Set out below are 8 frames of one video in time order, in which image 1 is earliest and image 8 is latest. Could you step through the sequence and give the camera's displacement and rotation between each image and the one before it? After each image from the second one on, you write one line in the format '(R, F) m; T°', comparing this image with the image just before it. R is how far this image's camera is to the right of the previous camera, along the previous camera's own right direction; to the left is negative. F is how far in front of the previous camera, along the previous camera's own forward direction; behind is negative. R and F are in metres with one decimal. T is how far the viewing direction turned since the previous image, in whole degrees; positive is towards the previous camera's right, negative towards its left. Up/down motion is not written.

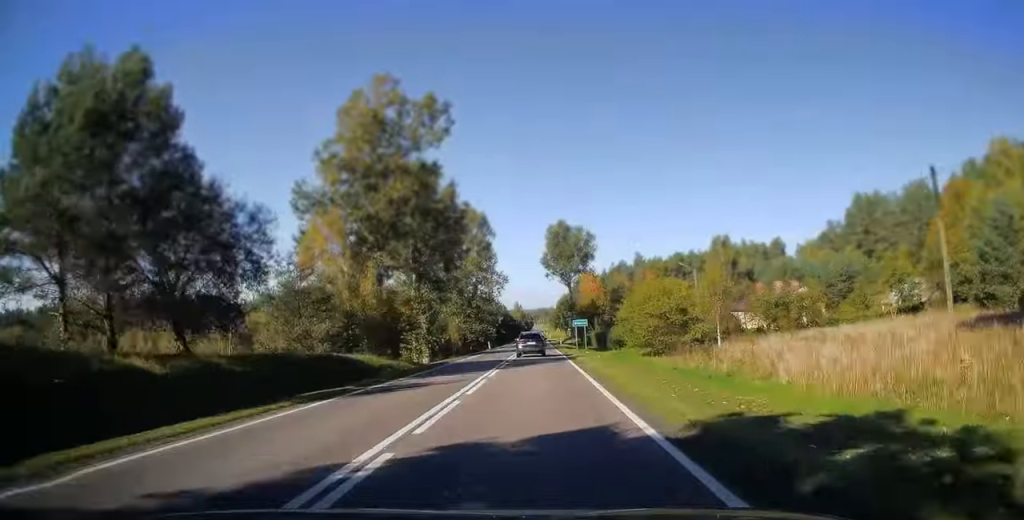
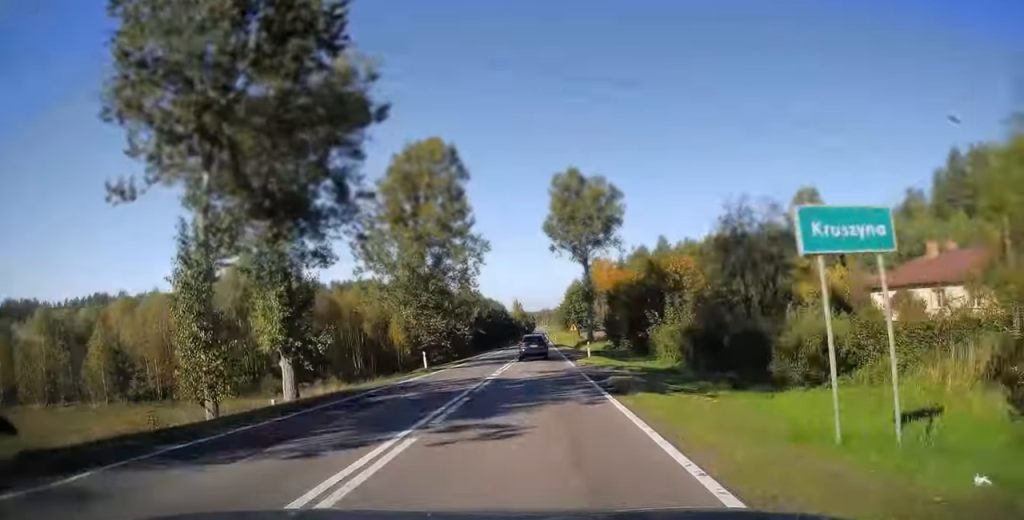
(-0.2, +45.6) m; 0°
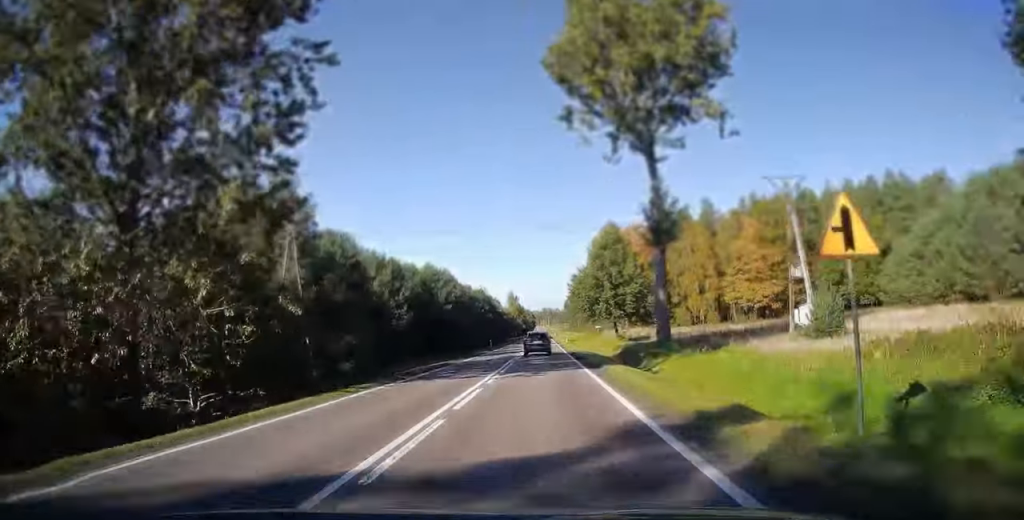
(0.0, +56.7) m; 0°
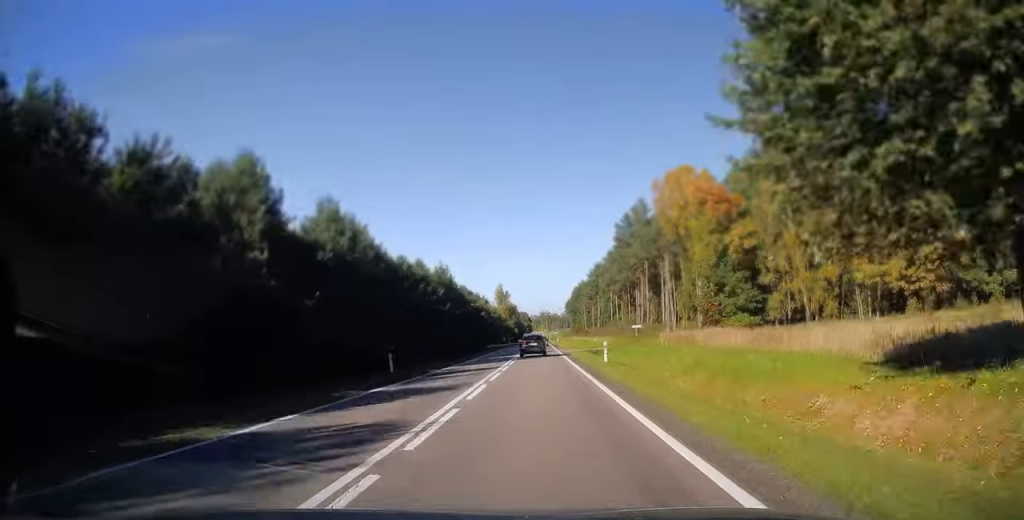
(-0.1, +50.4) m; 0°
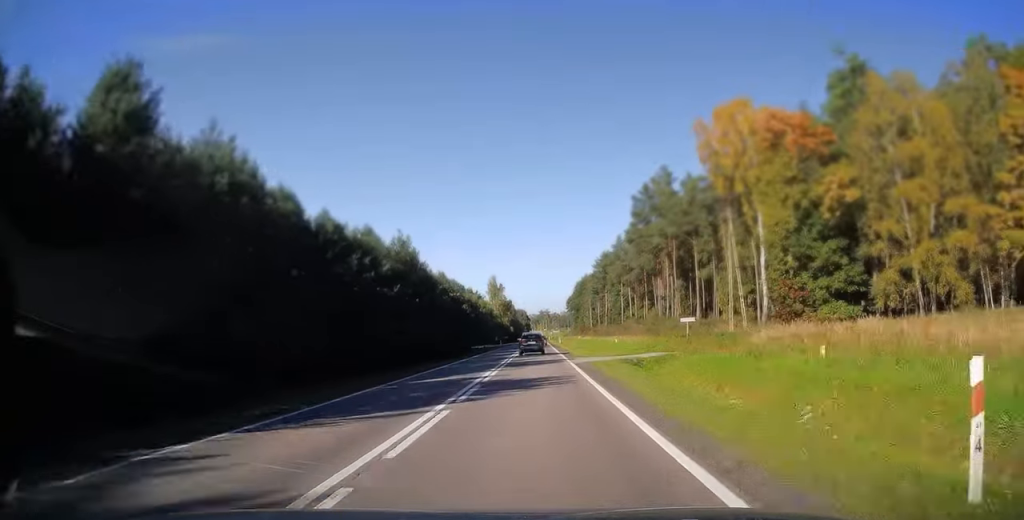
(0.0, +24.0) m; 0°
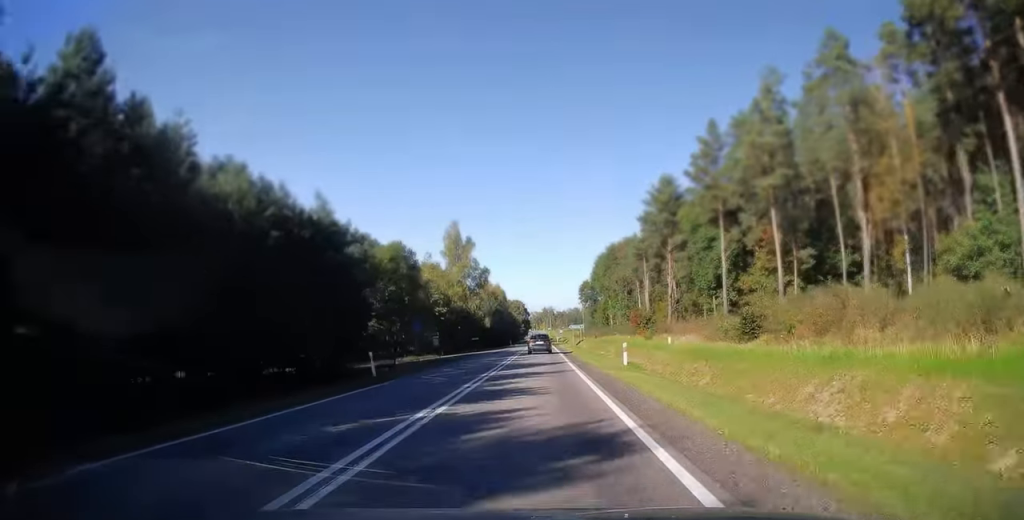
(+0.3, +79.8) m; 0°
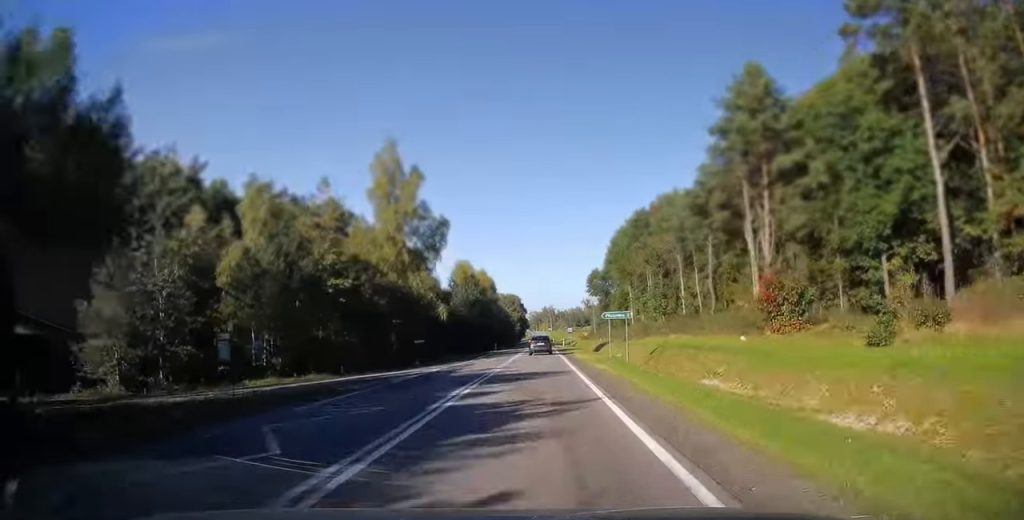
(0.0, +38.8) m; 0°
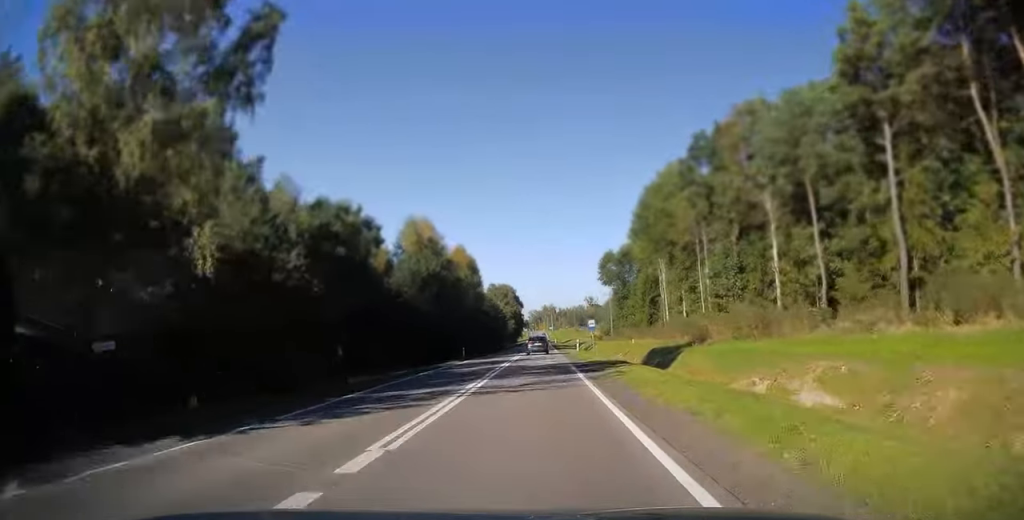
(0.0, +35.5) m; 0°
